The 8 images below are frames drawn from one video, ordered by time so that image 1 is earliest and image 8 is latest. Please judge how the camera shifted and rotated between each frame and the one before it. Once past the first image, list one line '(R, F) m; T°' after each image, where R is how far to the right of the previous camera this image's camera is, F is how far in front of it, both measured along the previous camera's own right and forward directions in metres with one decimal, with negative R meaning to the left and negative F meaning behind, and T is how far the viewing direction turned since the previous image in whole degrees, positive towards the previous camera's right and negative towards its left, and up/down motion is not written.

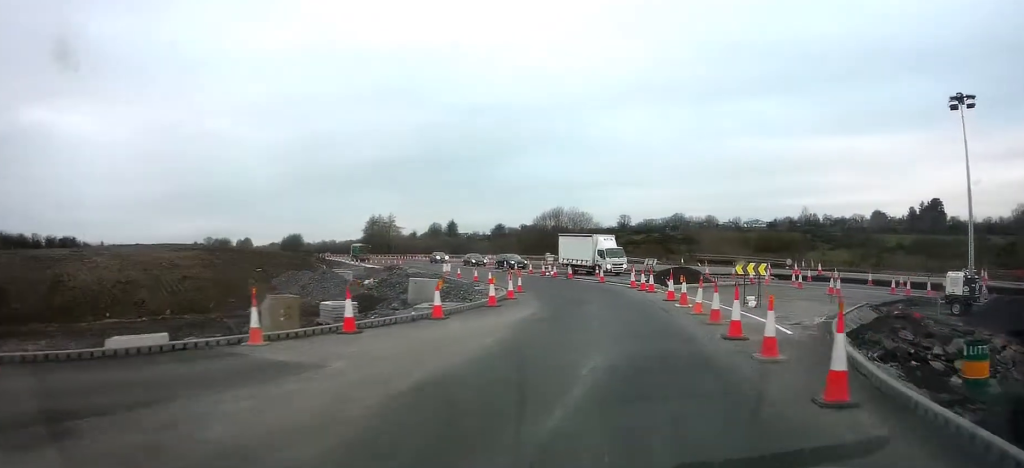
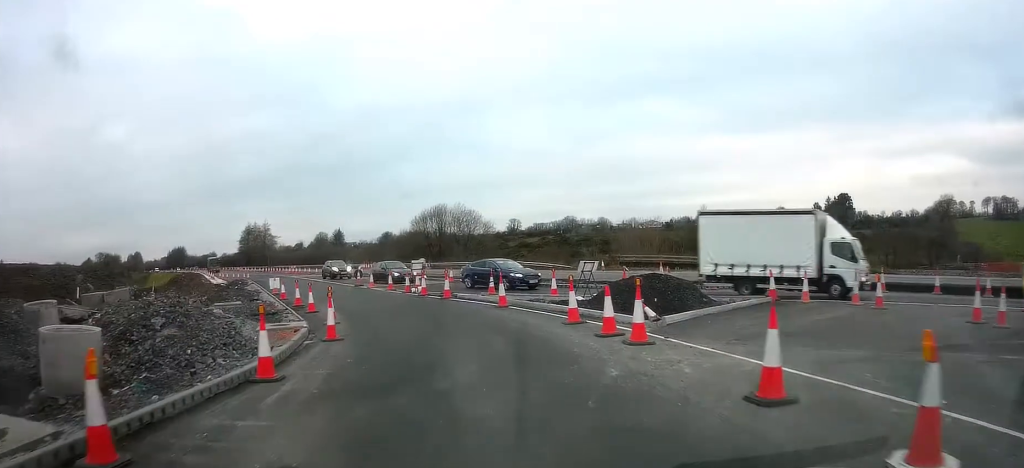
(+1.6, +17.6) m; +7°
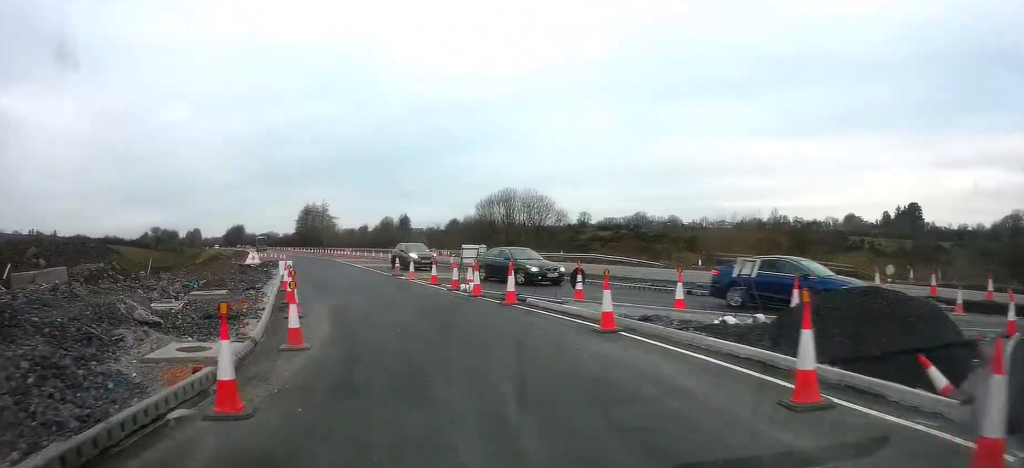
(-0.2, +8.8) m; -10°
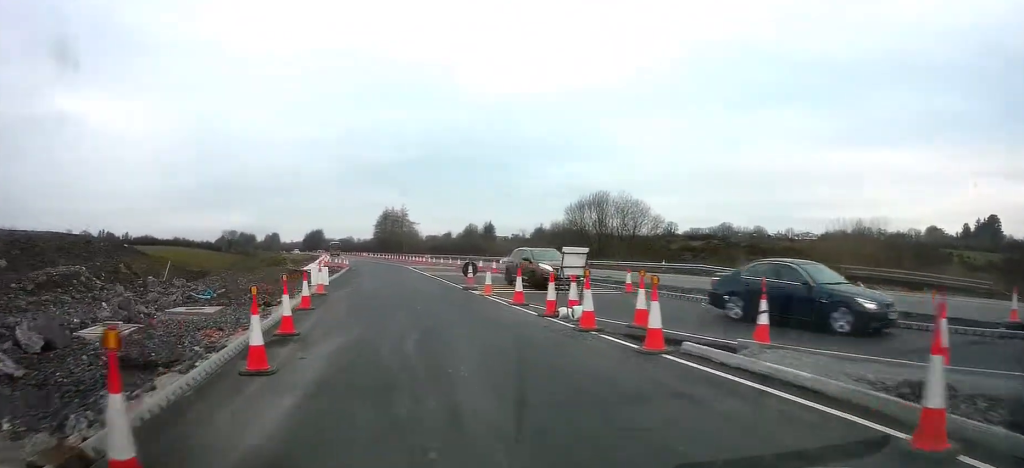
(-0.9, +7.0) m; -7°
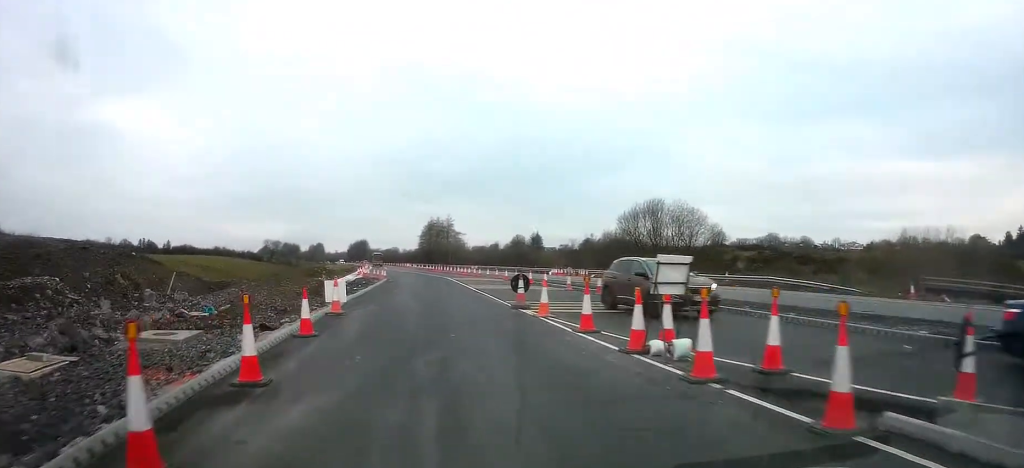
(-0.2, +3.9) m; -2°
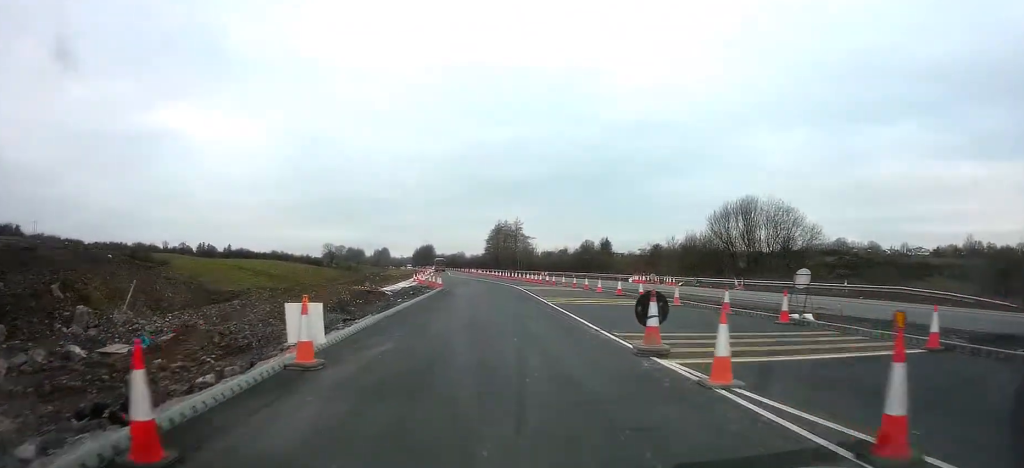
(0.0, +8.2) m; 0°
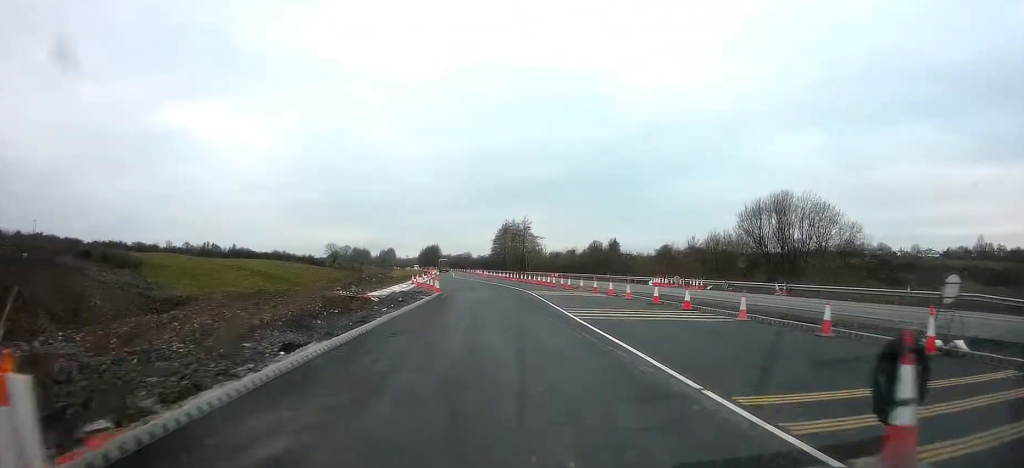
(0.0, +6.1) m; -2°
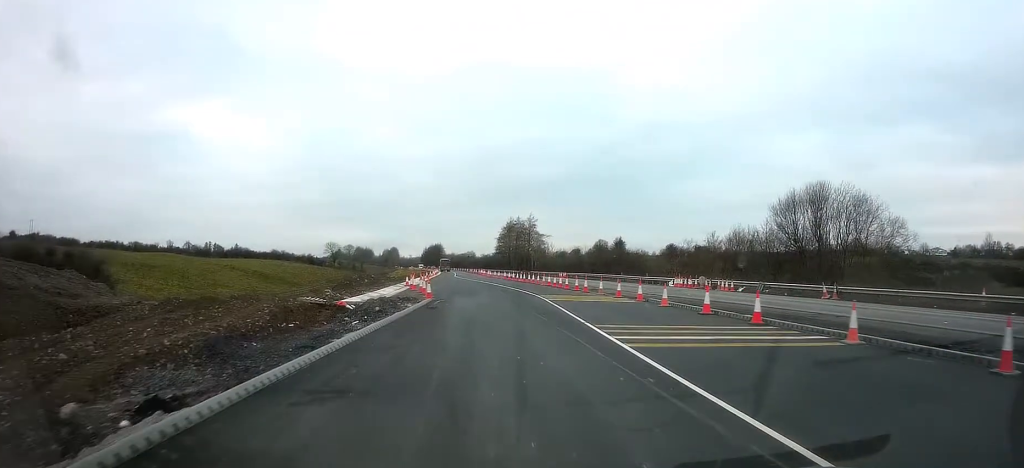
(-0.1, +5.7) m; -1°
